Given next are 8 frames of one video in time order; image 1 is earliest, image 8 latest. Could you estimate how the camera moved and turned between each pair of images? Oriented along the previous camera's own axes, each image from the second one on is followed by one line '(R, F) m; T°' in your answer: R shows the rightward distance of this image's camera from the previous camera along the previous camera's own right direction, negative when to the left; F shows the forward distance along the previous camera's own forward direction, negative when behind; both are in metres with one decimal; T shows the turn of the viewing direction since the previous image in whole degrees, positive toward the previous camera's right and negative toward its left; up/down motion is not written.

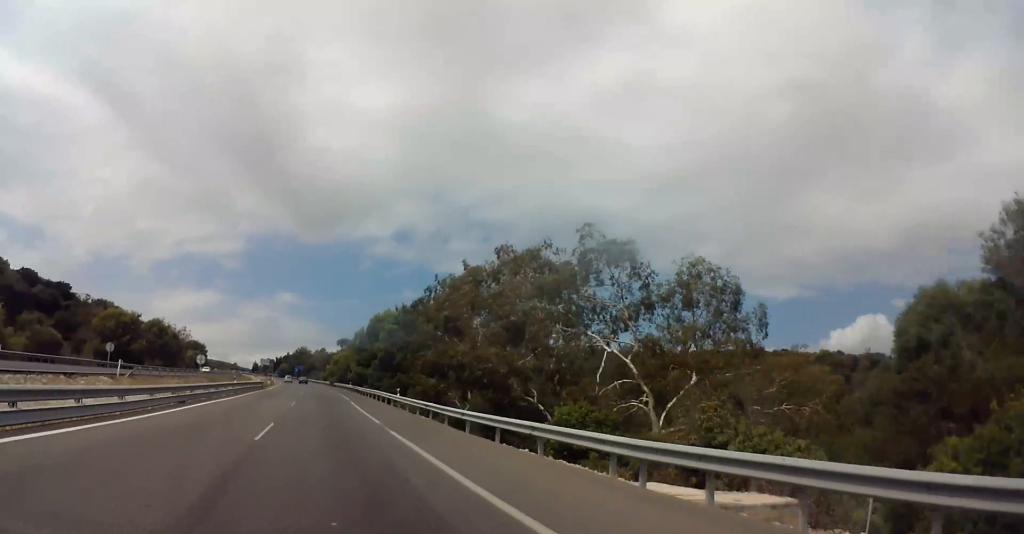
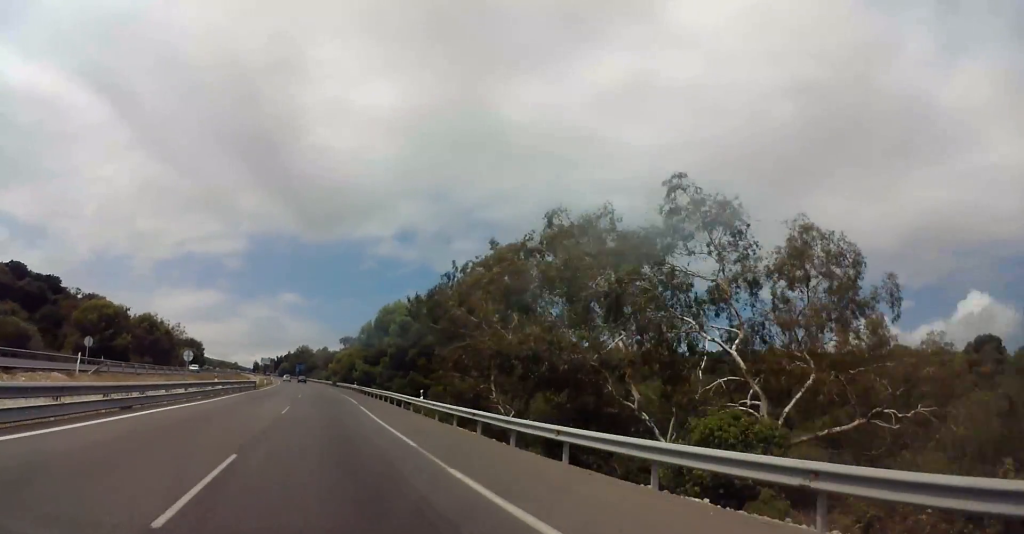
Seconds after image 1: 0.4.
(+0.2, +9.5) m; 0°
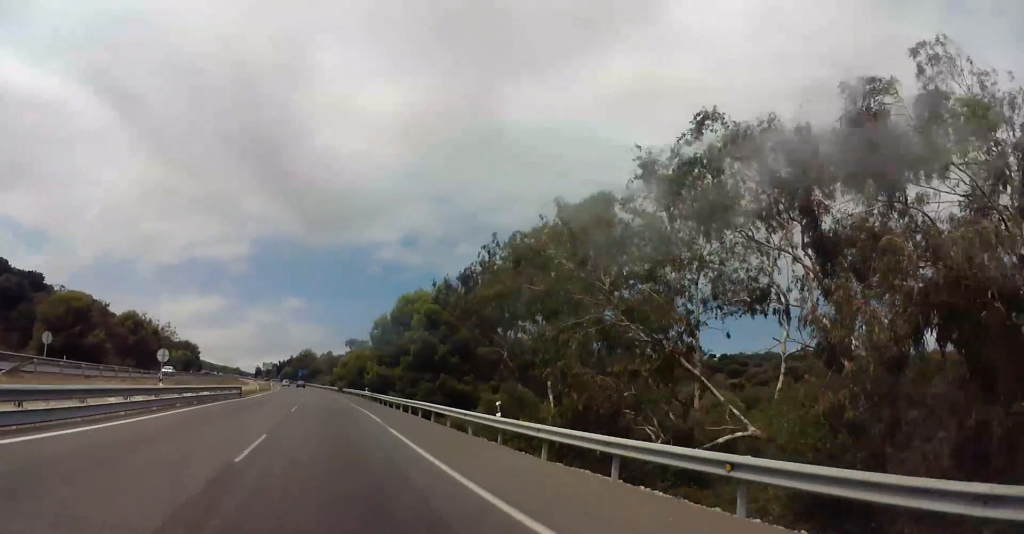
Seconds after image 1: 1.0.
(-0.1, +14.2) m; -1°
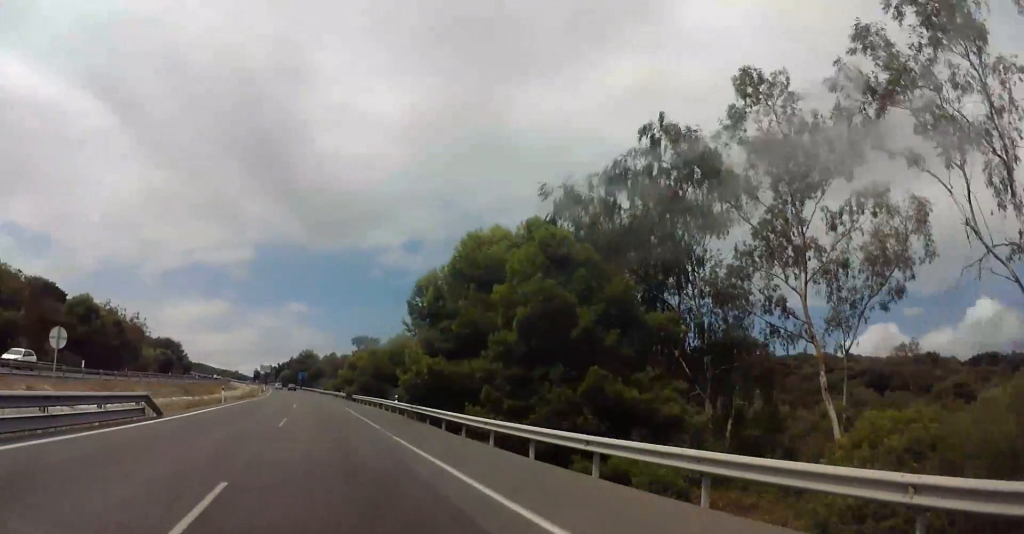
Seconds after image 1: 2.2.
(-0.4, +27.5) m; 0°
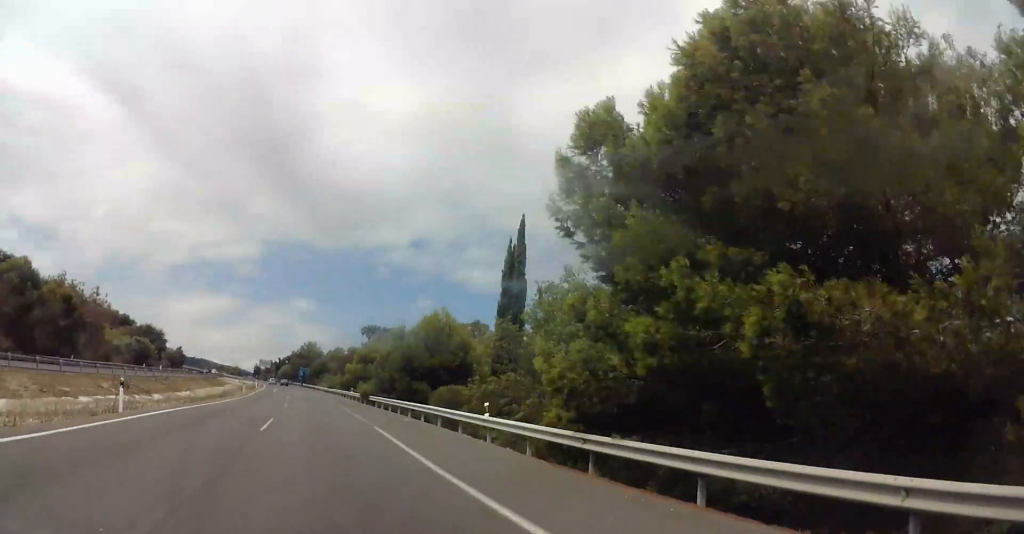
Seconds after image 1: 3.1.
(+0.3, +22.9) m; 0°
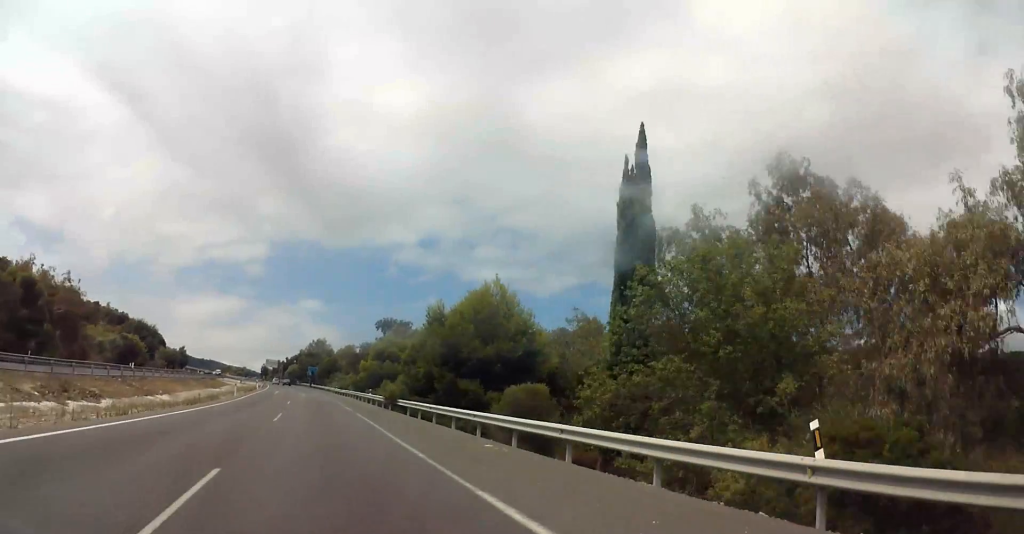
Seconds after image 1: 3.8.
(+0.2, +15.3) m; -1°
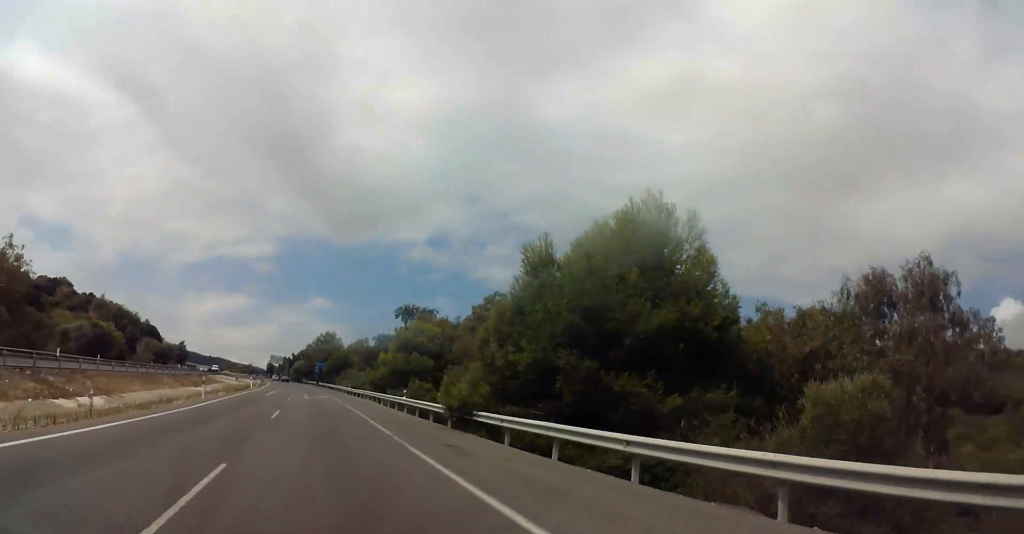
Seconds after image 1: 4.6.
(-0.6, +19.2) m; -2°
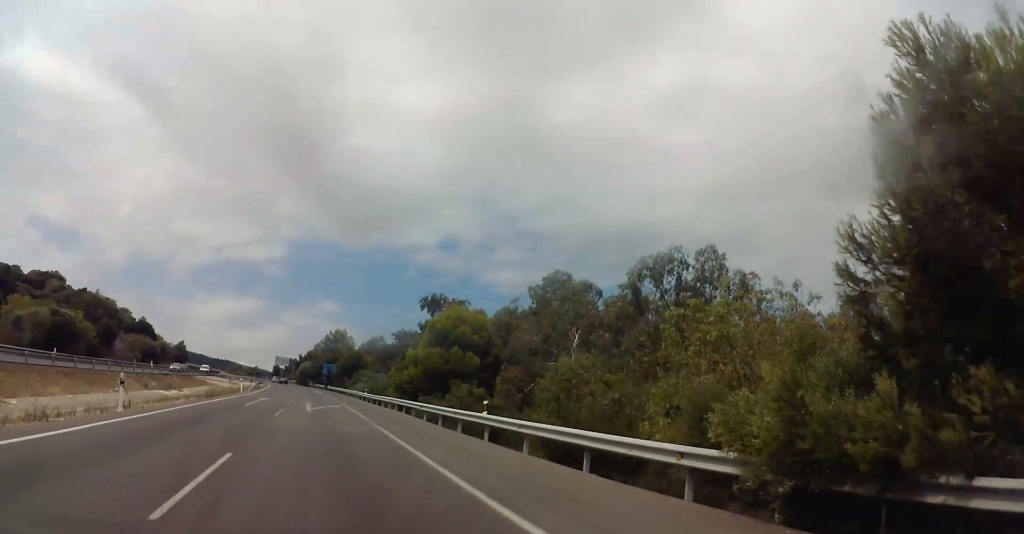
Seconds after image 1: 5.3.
(0.0, +17.3) m; -1°
